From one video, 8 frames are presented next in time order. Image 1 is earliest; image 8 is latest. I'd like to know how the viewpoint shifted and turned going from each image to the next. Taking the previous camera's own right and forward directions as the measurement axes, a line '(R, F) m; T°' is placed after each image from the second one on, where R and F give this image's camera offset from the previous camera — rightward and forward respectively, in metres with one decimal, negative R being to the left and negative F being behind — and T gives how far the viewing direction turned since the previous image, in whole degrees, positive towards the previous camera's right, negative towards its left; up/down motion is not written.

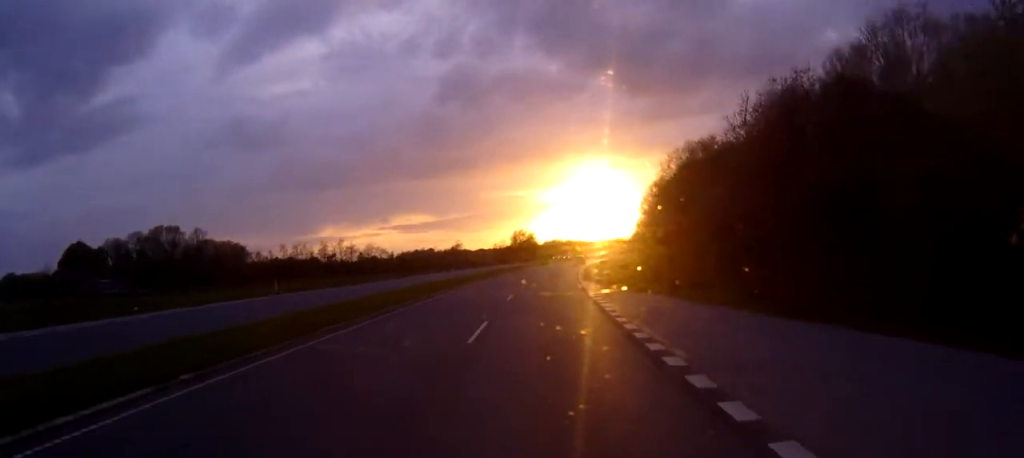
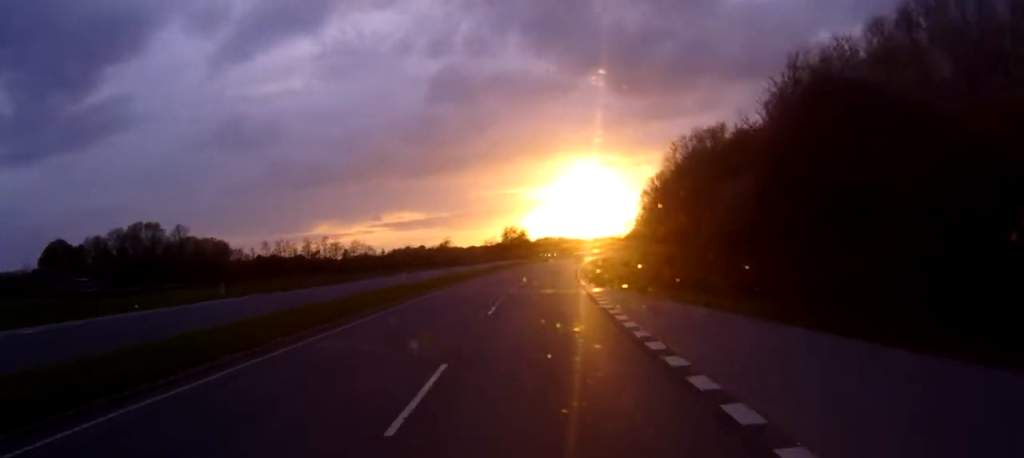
(-0.1, +8.3) m; +1°
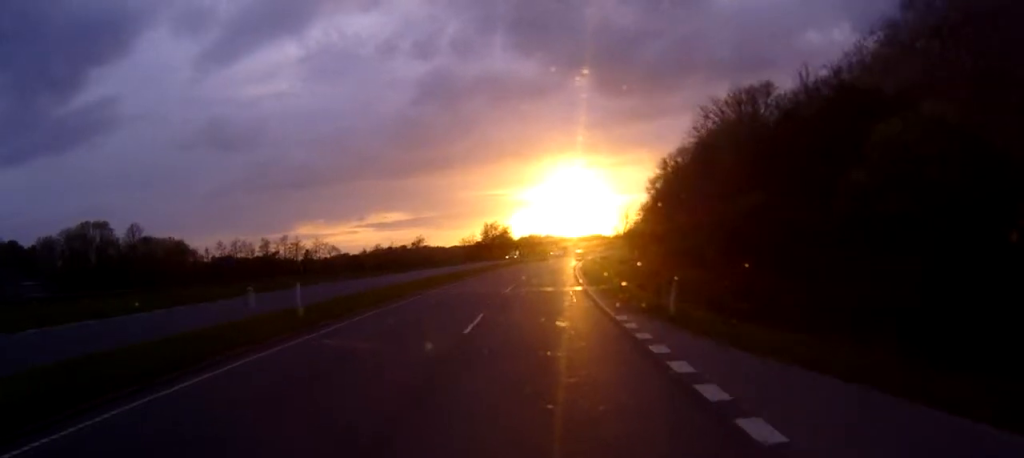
(+0.5, +20.8) m; +2°
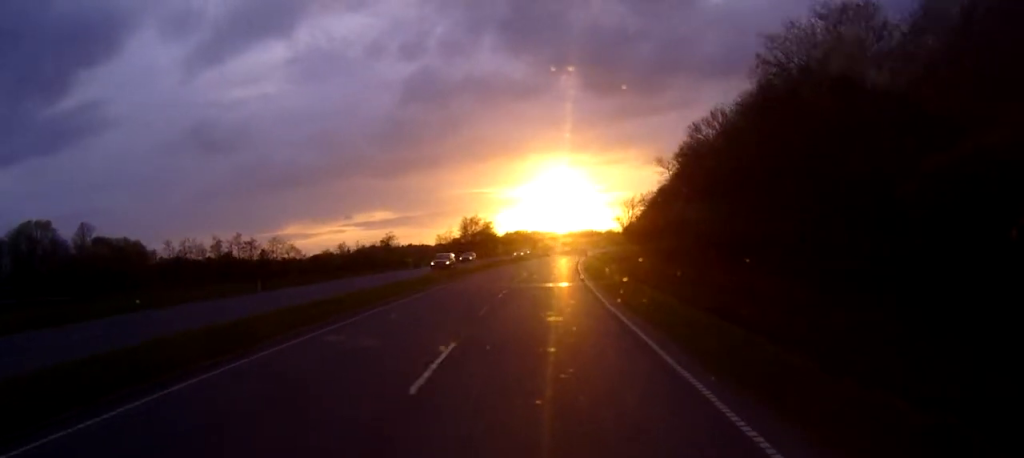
(0.0, +21.8) m; +1°
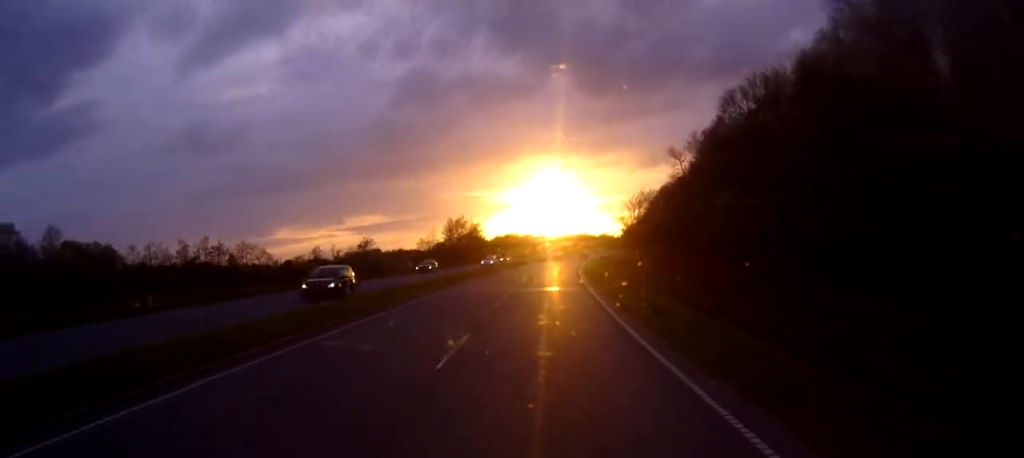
(+0.1, +12.7) m; +1°
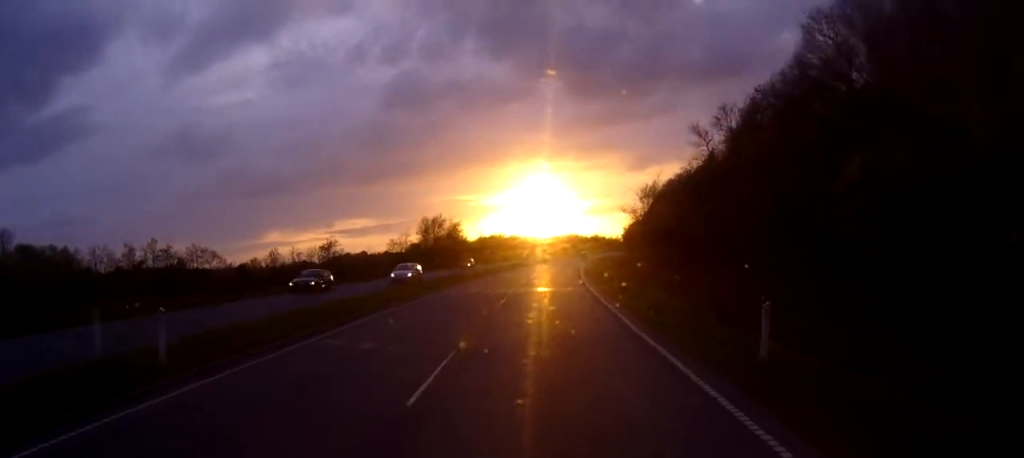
(+0.1, +17.7) m; +1°
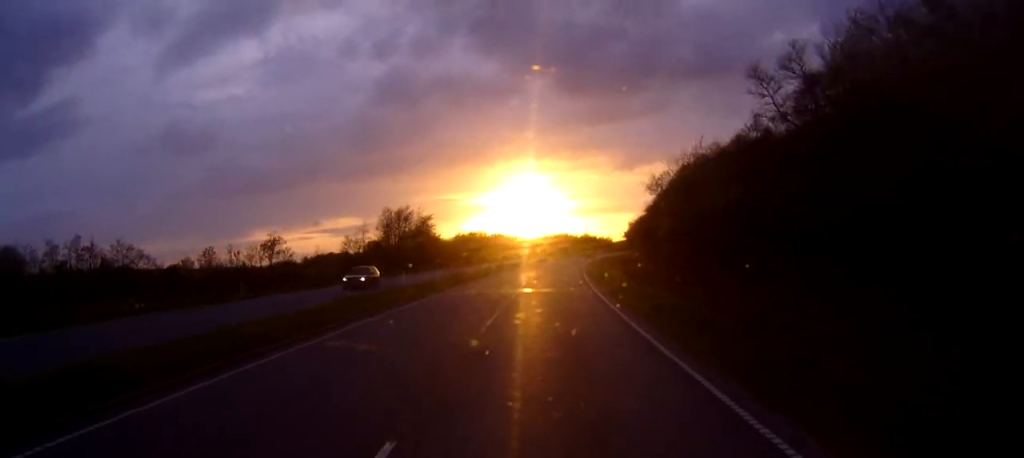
(+0.2, +21.3) m; +1°
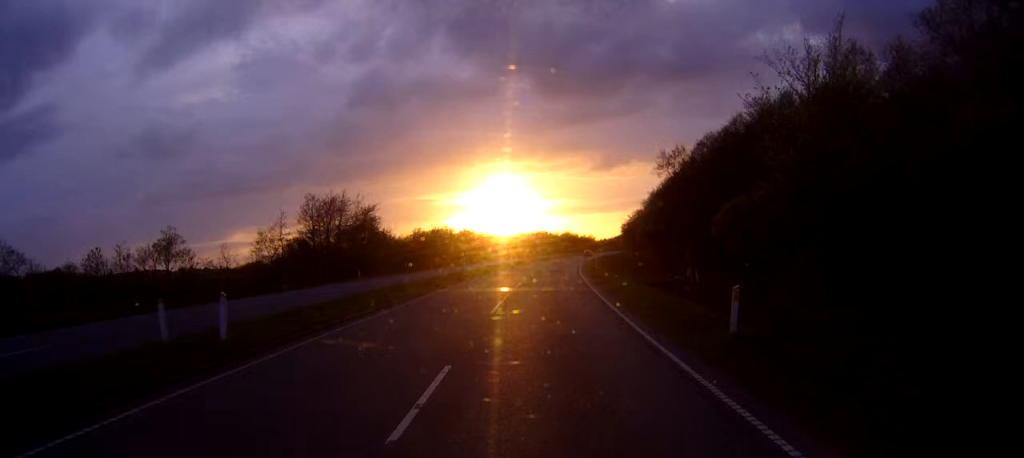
(+0.3, +25.3) m; +1°
